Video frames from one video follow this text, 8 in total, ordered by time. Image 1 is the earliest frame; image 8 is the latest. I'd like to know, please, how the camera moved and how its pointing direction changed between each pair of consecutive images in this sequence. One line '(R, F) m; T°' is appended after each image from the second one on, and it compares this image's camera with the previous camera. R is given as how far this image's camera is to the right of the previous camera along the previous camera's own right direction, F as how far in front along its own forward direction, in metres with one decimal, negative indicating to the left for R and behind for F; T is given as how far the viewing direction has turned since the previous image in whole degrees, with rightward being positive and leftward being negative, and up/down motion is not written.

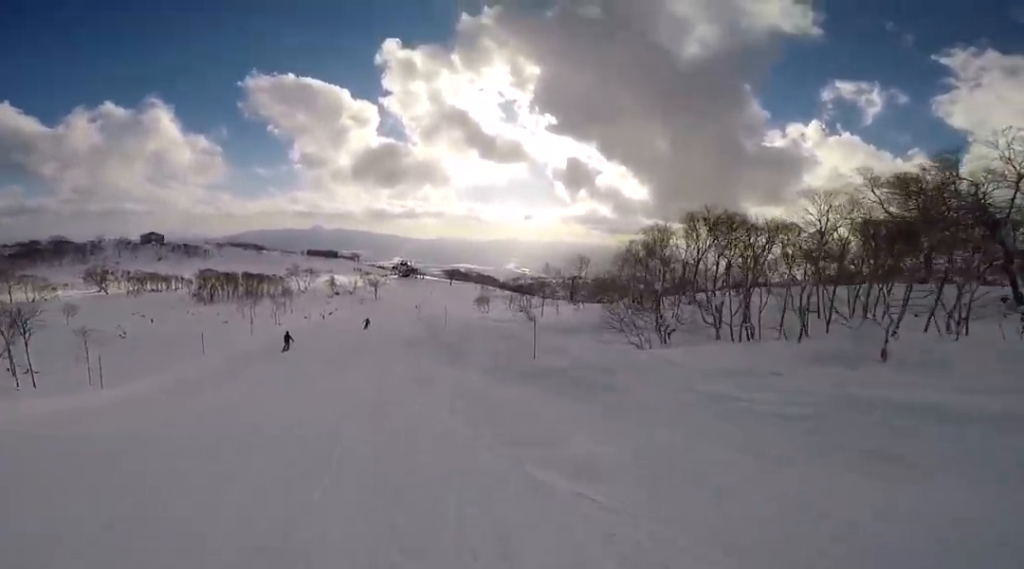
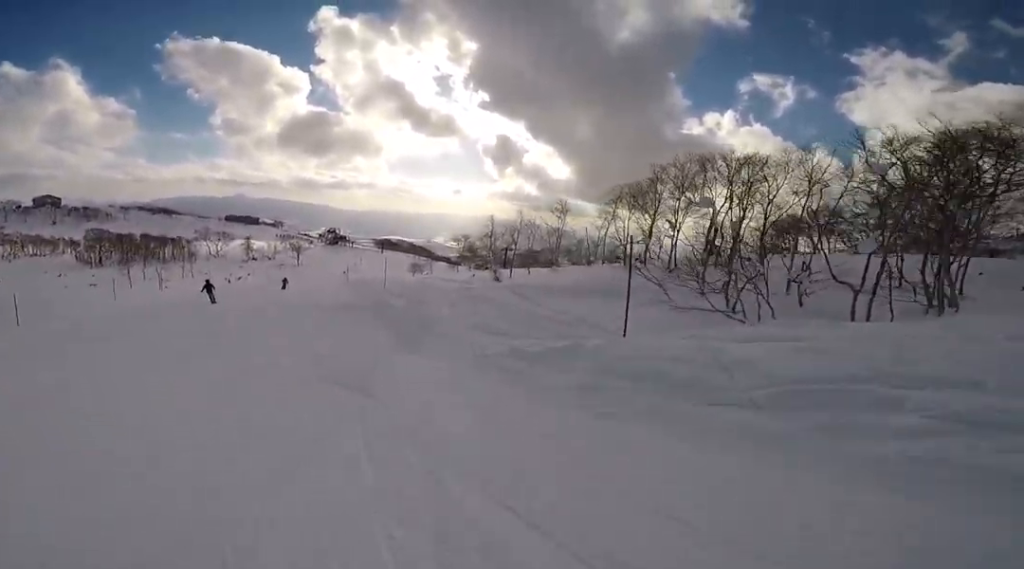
(+0.3, +8.8) m; +4°
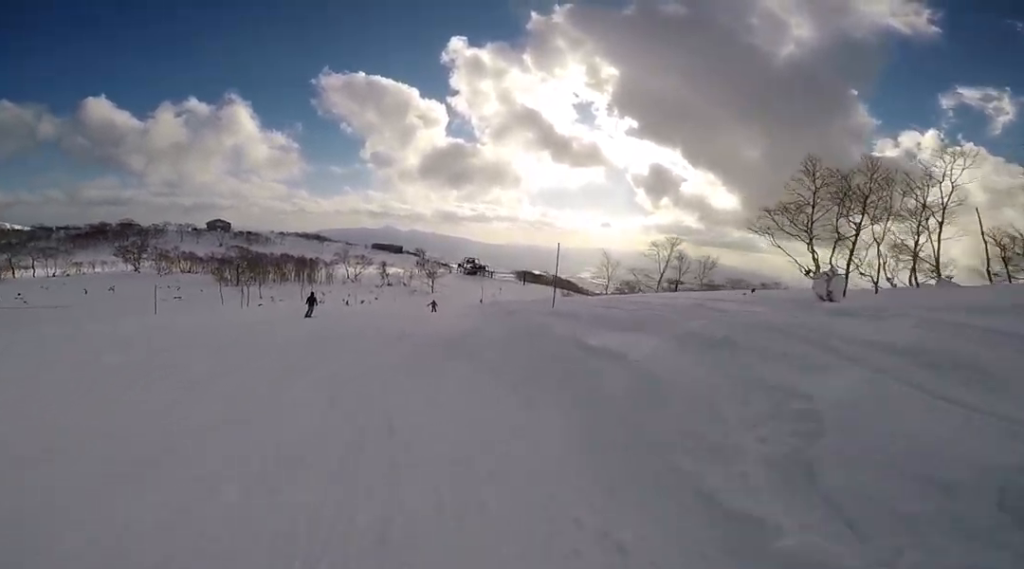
(+0.1, +12.3) m; -7°
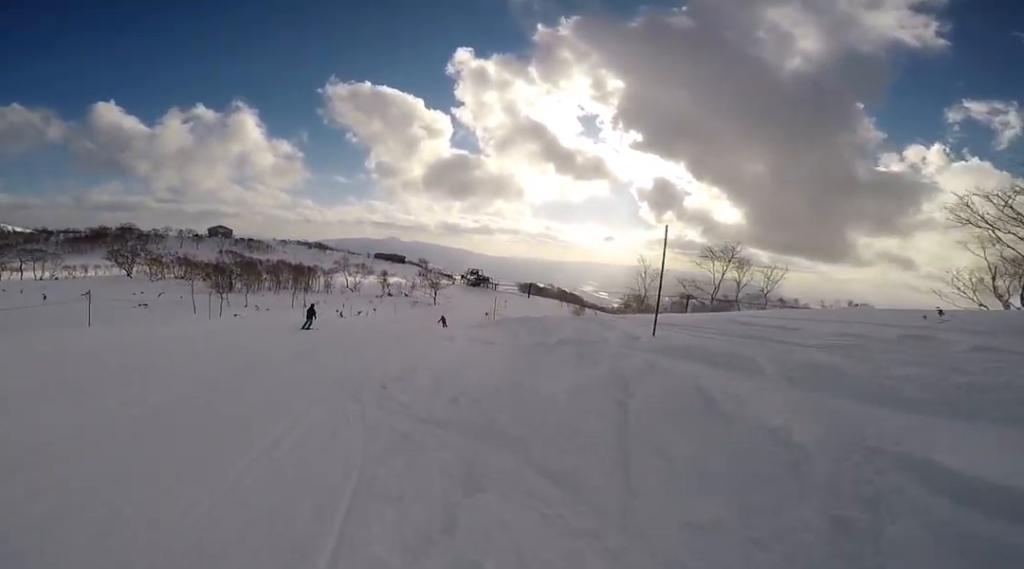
(0.0, +4.7) m; -6°
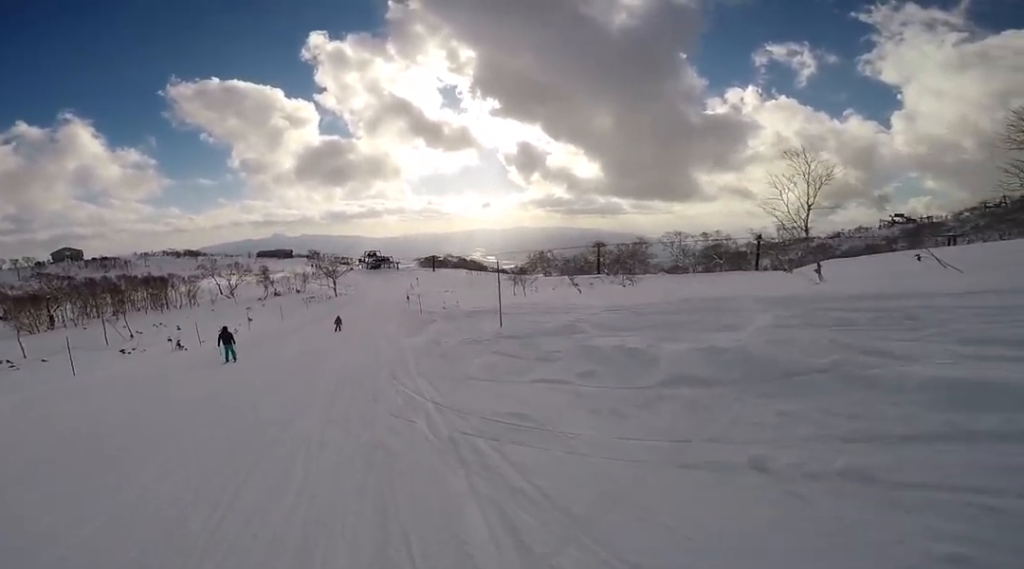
(-0.1, +17.9) m; +6°
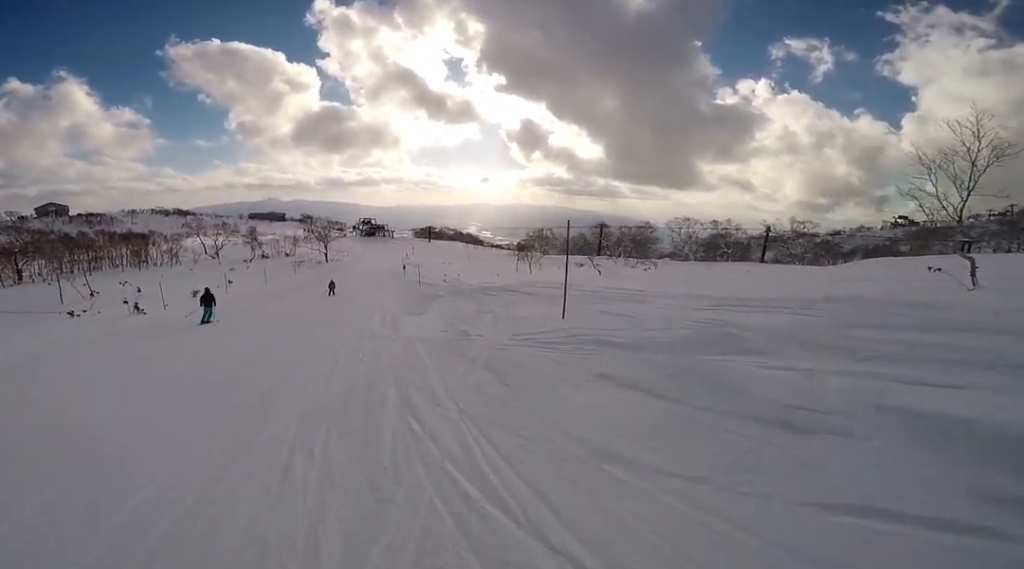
(0.0, +4.0) m; 0°
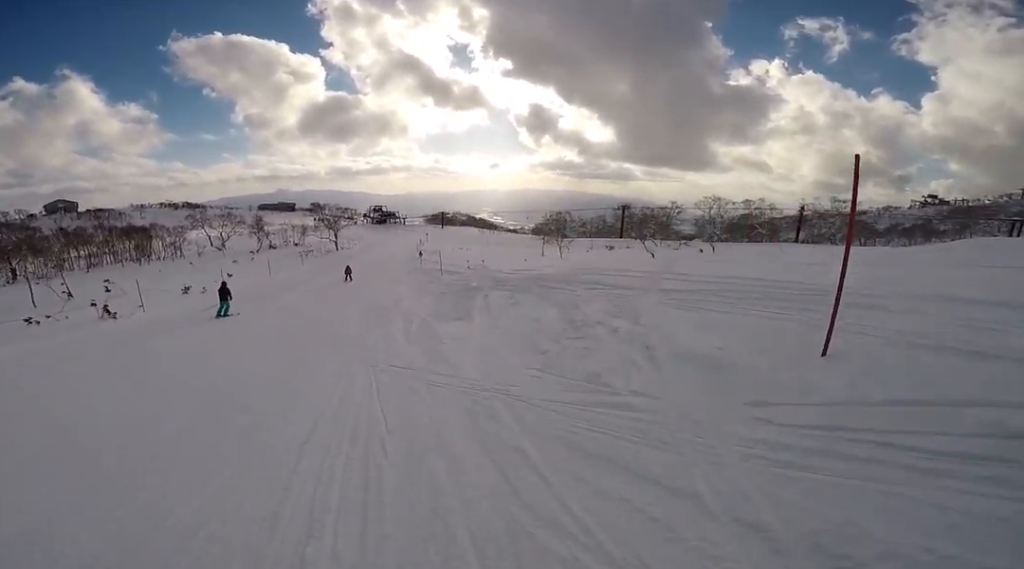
(0.0, +4.6) m; 0°
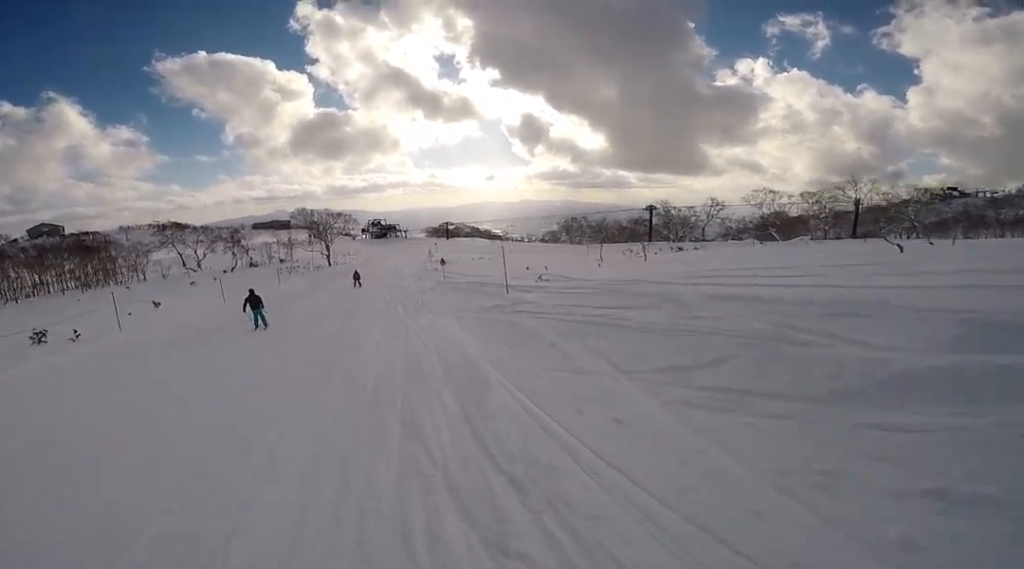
(+0.3, +13.9) m; +2°
